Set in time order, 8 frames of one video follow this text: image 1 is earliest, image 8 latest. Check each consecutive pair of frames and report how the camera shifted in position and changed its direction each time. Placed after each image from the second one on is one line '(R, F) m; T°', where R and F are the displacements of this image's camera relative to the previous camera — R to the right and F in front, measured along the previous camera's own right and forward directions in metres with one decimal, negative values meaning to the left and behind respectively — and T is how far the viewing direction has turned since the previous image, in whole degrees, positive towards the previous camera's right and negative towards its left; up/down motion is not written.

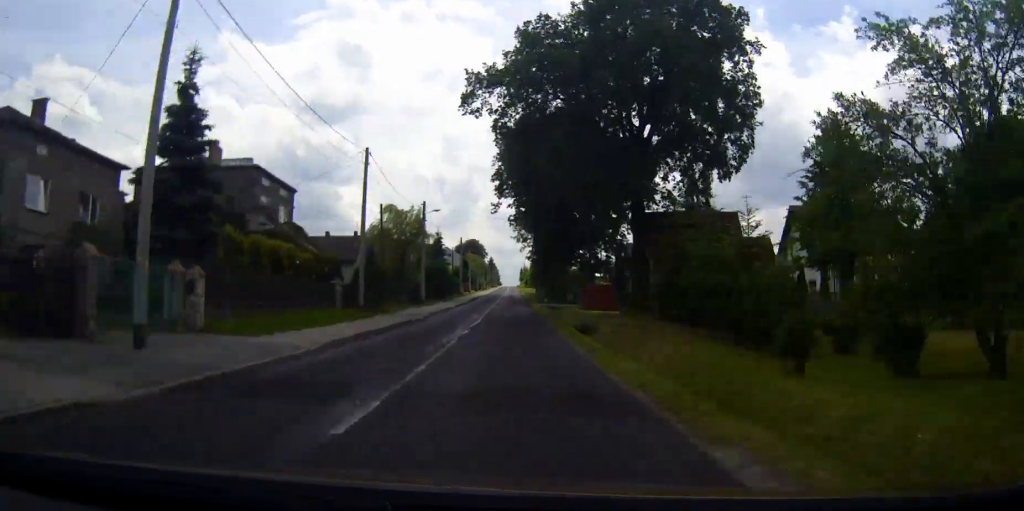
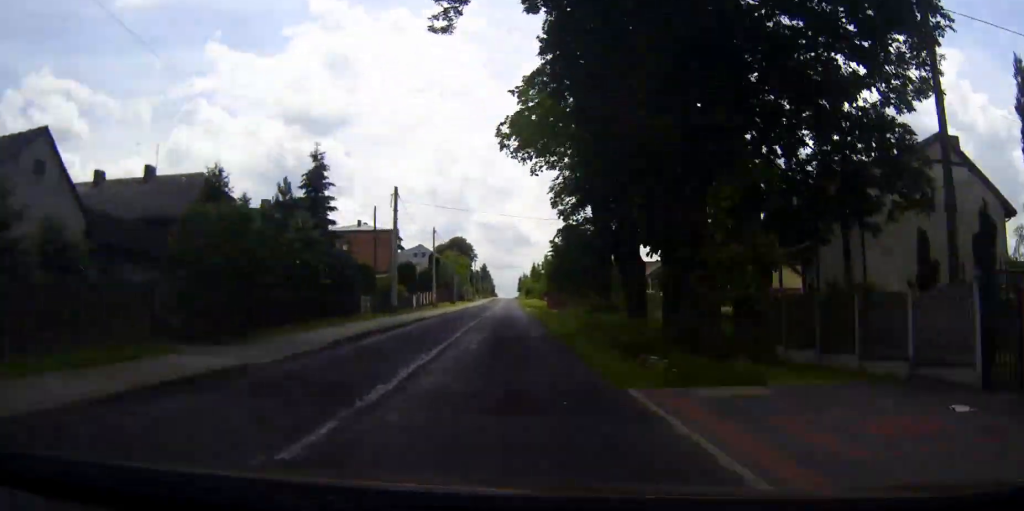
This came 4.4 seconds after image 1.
(+0.1, +59.8) m; 0°
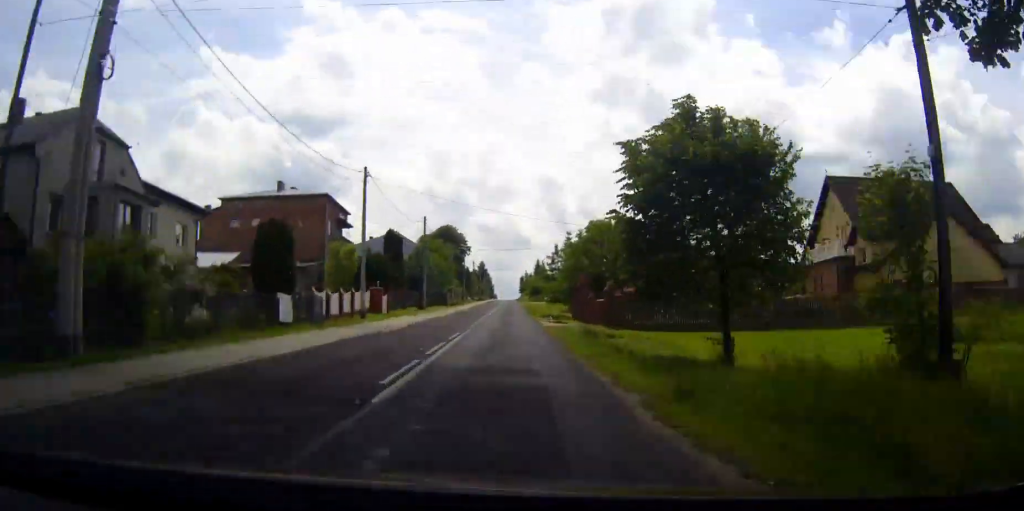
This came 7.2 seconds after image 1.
(+0.1, +38.1) m; 0°
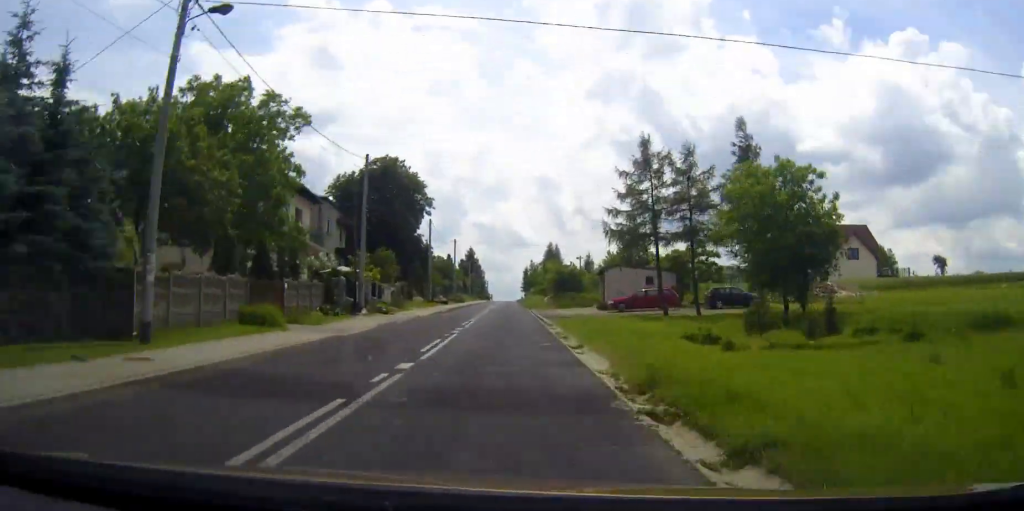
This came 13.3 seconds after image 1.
(-0.4, +83.5) m; 0°
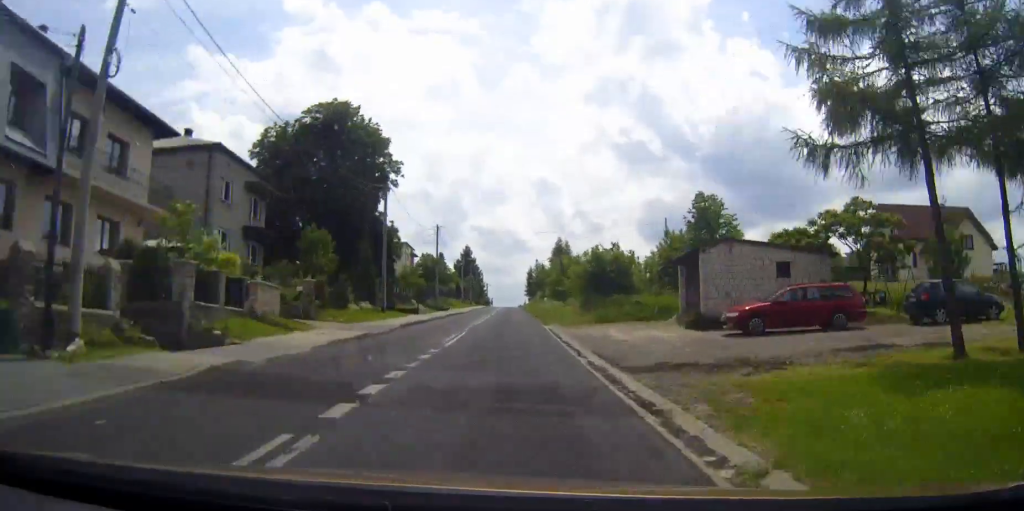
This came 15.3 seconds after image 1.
(0.0, +27.4) m; 0°
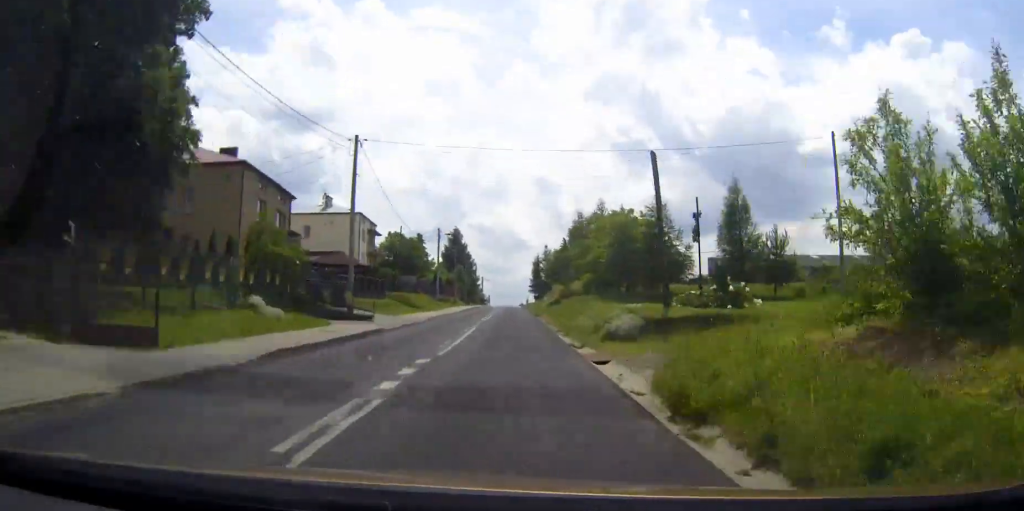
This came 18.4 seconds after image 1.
(-0.1, +42.6) m; 0°
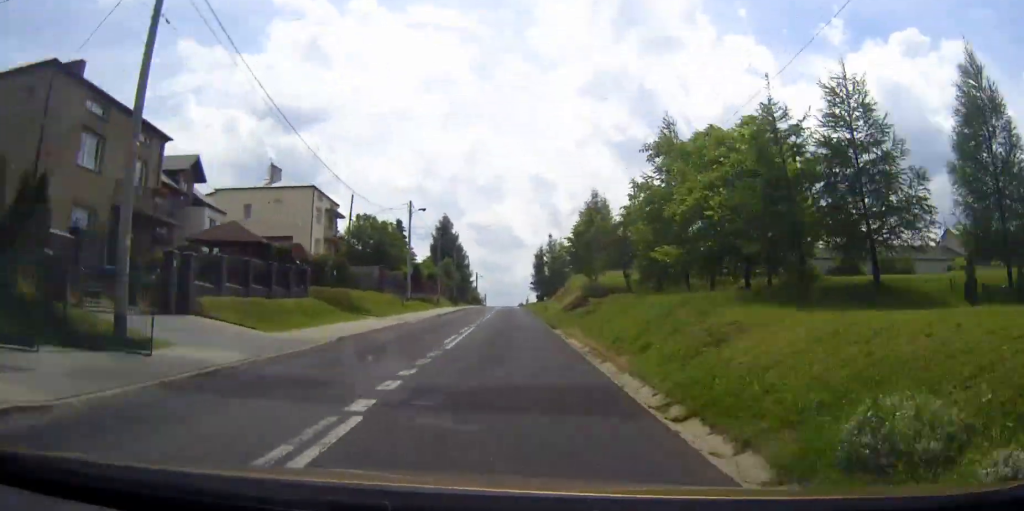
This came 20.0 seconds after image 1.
(0.0, +22.1) m; 0°
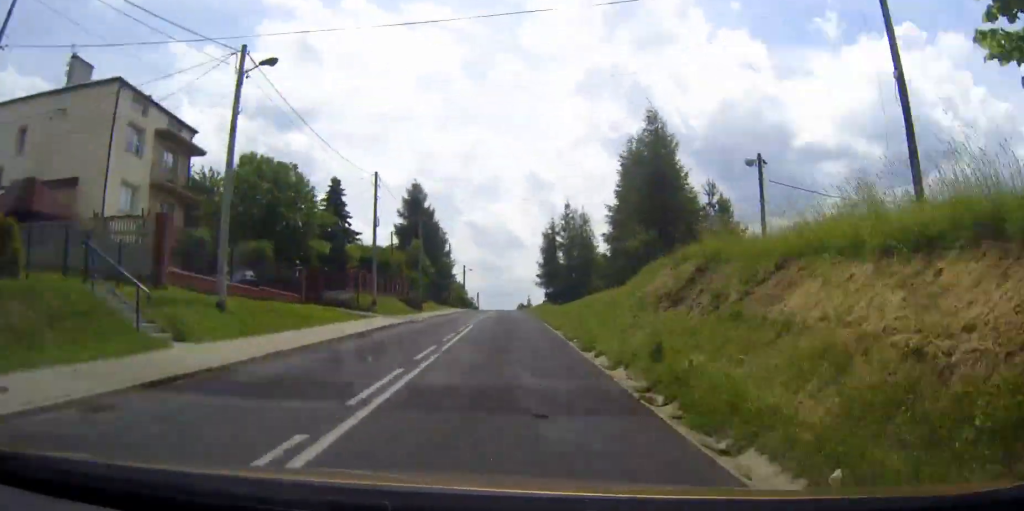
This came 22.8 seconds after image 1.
(+0.1, +38.8) m; 0°
